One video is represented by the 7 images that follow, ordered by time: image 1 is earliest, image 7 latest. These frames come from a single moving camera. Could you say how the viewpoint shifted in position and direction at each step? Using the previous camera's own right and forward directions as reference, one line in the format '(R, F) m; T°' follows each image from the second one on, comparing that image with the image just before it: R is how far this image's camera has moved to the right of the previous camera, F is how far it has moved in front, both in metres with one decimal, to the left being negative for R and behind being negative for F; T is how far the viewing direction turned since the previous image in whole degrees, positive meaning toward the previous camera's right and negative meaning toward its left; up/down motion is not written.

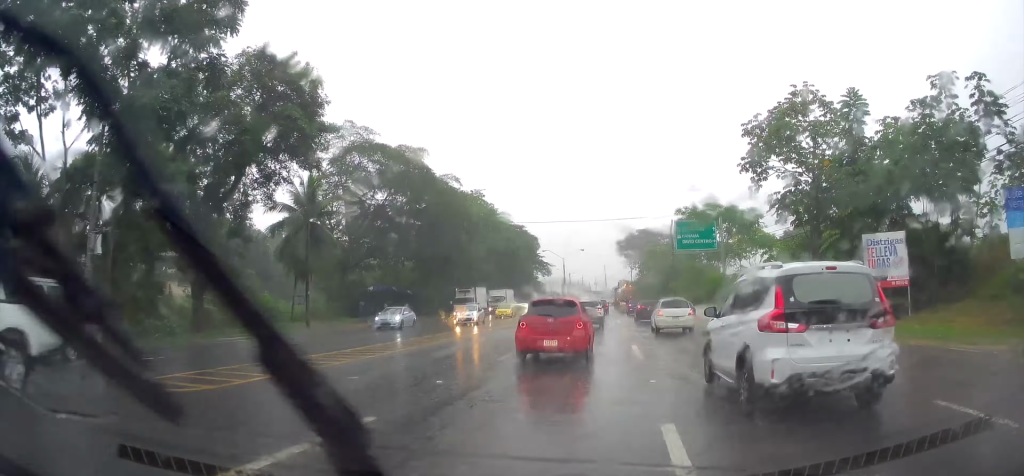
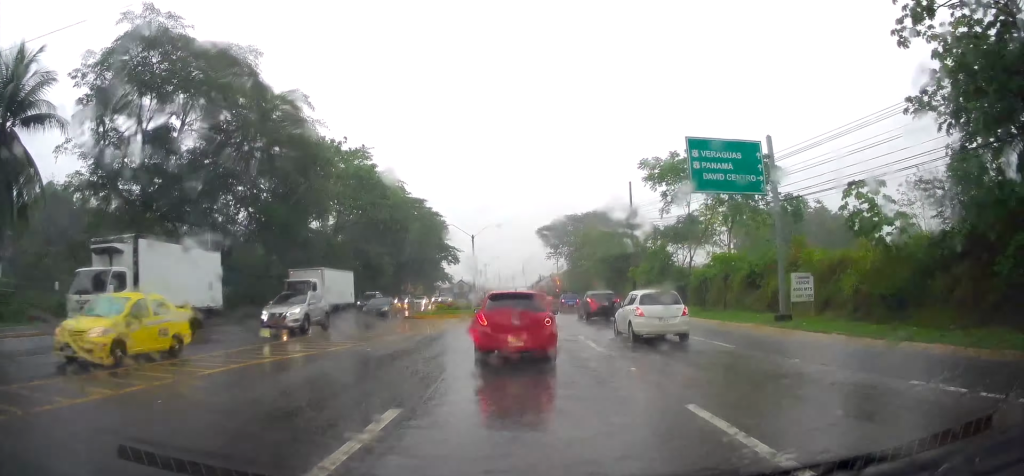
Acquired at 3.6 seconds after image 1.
(+2.1, +19.9) m; +8°
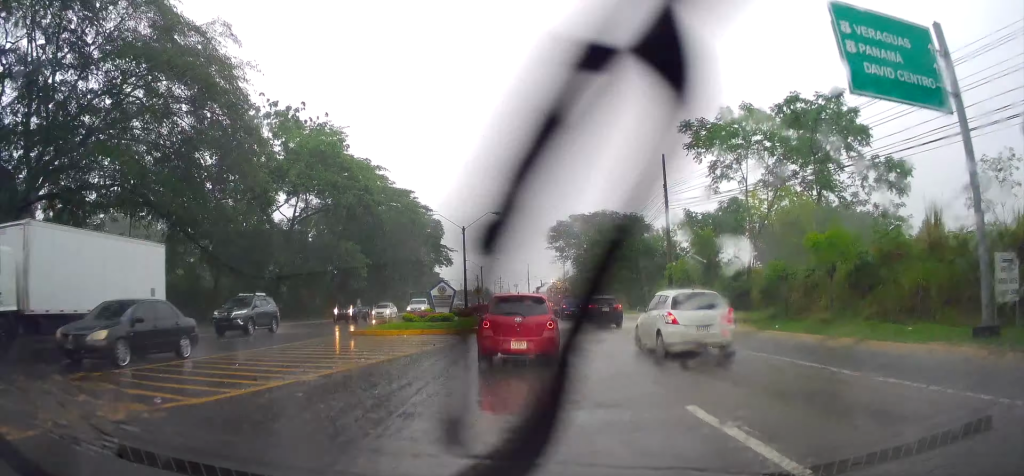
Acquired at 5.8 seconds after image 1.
(-0.5, +13.7) m; -2°
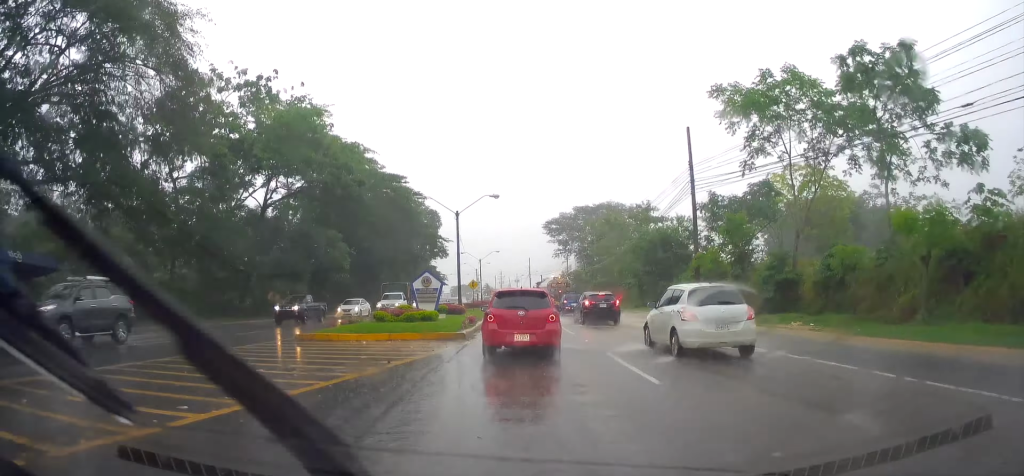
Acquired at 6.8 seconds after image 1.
(-0.2, +6.6) m; +1°
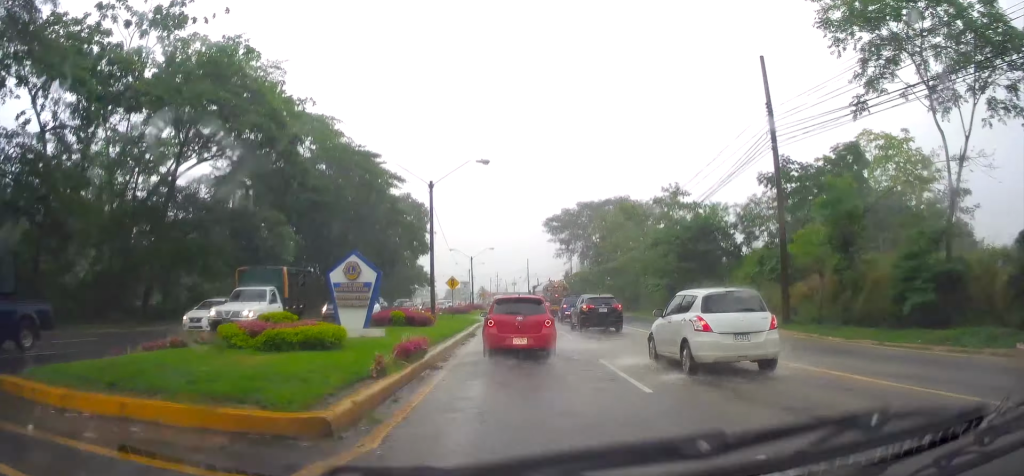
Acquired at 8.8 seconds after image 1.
(+0.3, +12.3) m; +1°
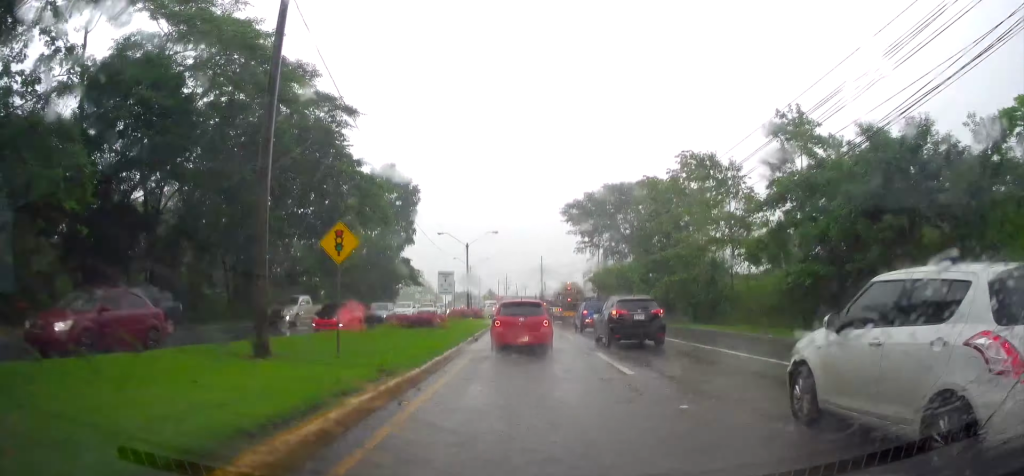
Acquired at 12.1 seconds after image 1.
(+0.4, +20.9) m; +3°
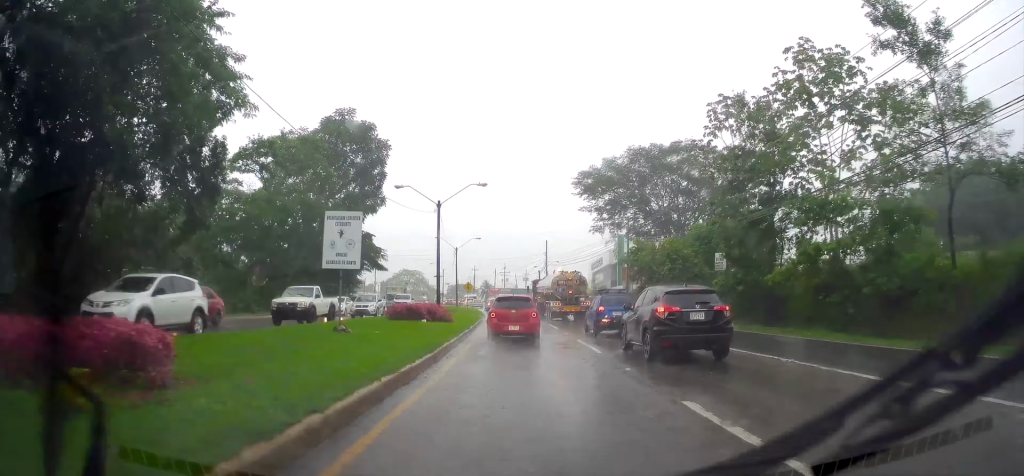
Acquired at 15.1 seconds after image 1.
(+0.3, +20.3) m; -3°
